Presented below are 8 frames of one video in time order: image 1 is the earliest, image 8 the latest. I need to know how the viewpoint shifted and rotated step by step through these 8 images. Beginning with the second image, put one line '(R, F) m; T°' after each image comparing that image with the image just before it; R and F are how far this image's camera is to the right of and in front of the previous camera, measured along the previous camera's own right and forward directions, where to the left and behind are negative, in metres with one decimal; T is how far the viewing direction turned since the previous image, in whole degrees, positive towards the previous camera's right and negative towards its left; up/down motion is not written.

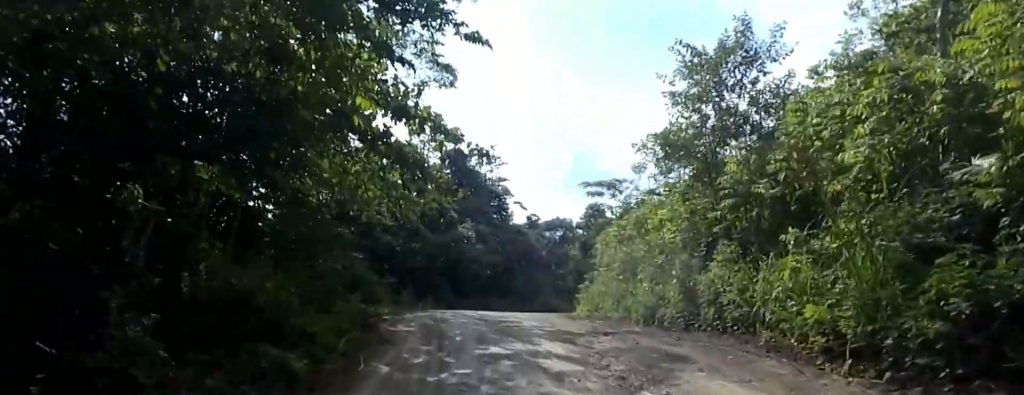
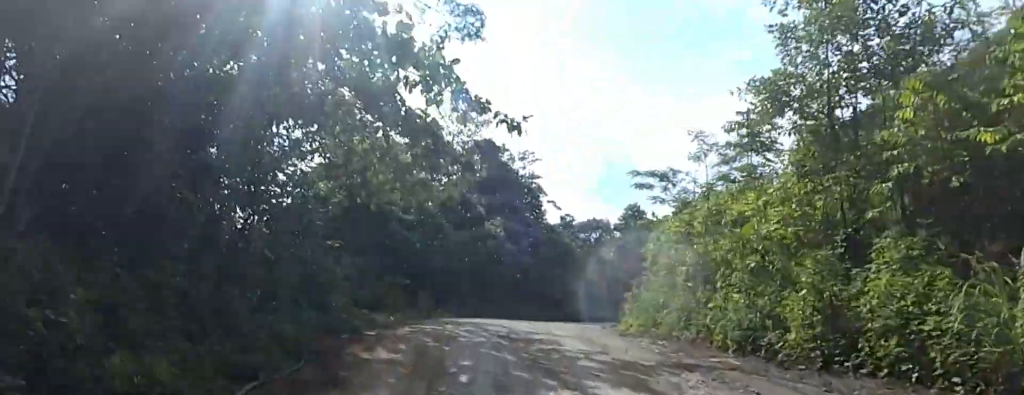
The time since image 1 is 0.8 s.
(-0.1, +5.3) m; -7°
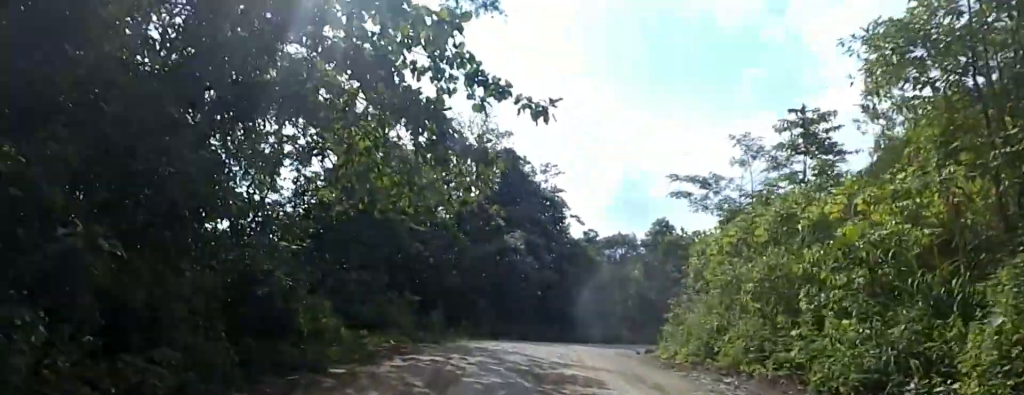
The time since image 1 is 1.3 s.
(-0.2, +3.6) m; -1°
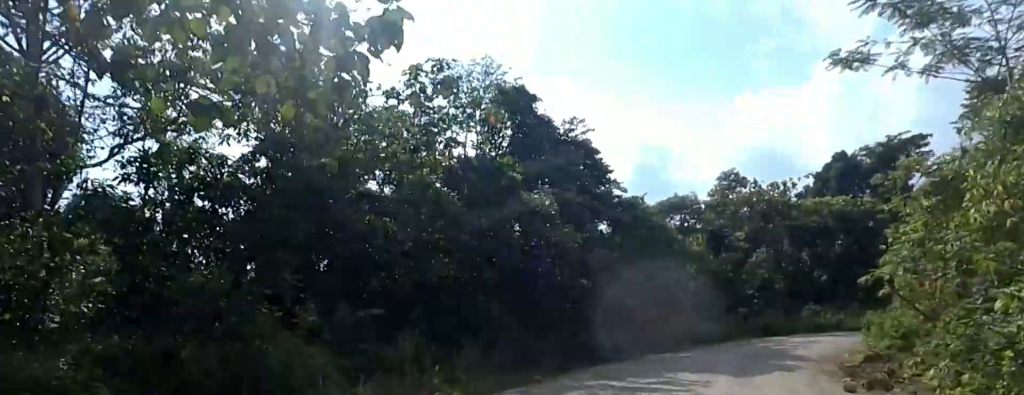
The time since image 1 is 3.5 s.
(0.0, +15.3) m; +5°
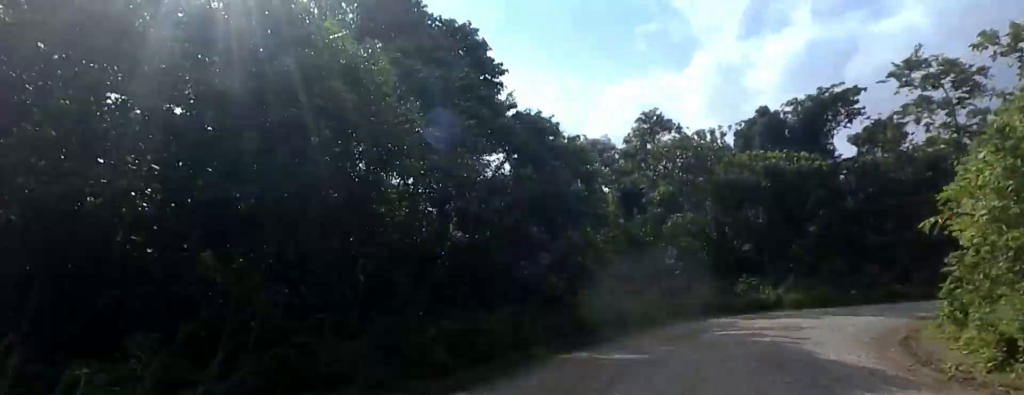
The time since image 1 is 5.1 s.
(+1.7, +10.9) m; +6°
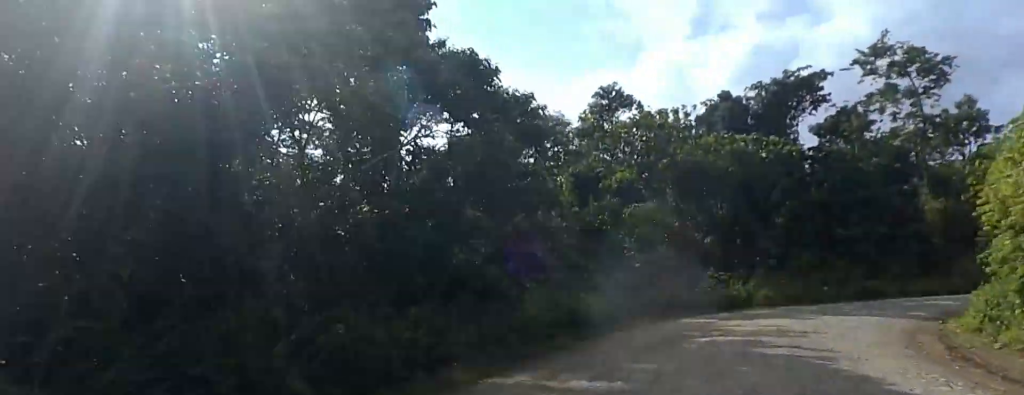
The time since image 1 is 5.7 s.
(-1.2, +4.6) m; +4°
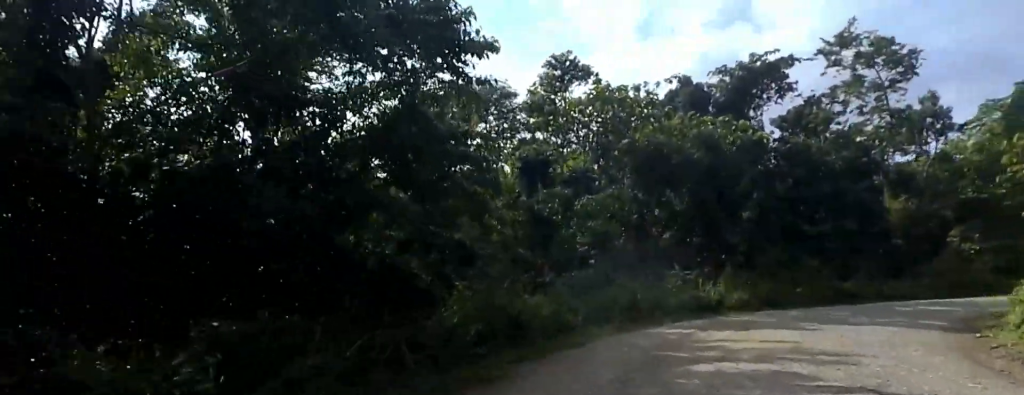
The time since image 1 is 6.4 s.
(+0.5, +5.2) m; +8°
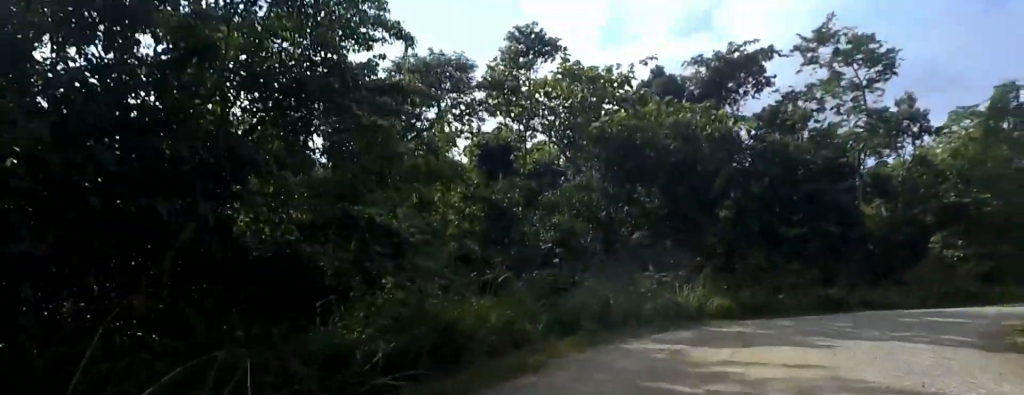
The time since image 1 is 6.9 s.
(+0.9, +4.0) m; +8°
